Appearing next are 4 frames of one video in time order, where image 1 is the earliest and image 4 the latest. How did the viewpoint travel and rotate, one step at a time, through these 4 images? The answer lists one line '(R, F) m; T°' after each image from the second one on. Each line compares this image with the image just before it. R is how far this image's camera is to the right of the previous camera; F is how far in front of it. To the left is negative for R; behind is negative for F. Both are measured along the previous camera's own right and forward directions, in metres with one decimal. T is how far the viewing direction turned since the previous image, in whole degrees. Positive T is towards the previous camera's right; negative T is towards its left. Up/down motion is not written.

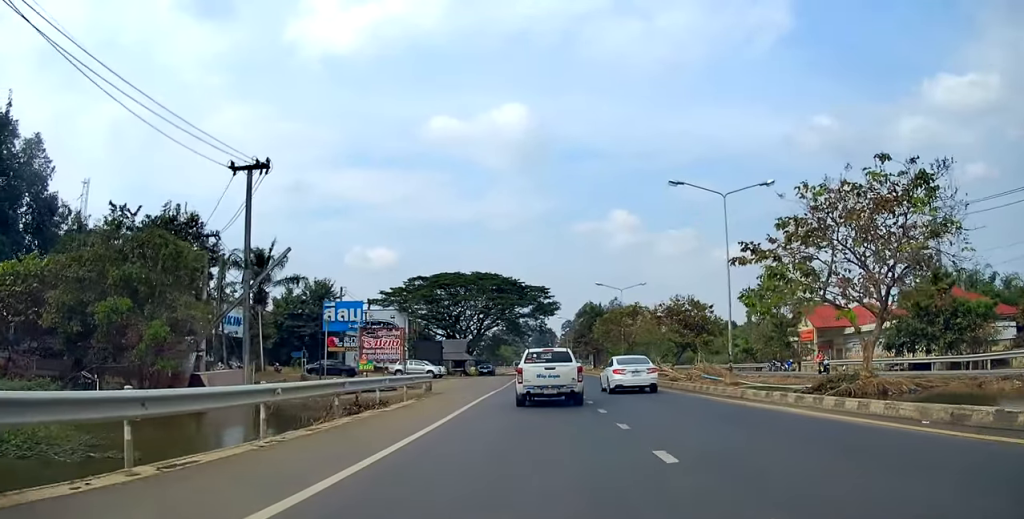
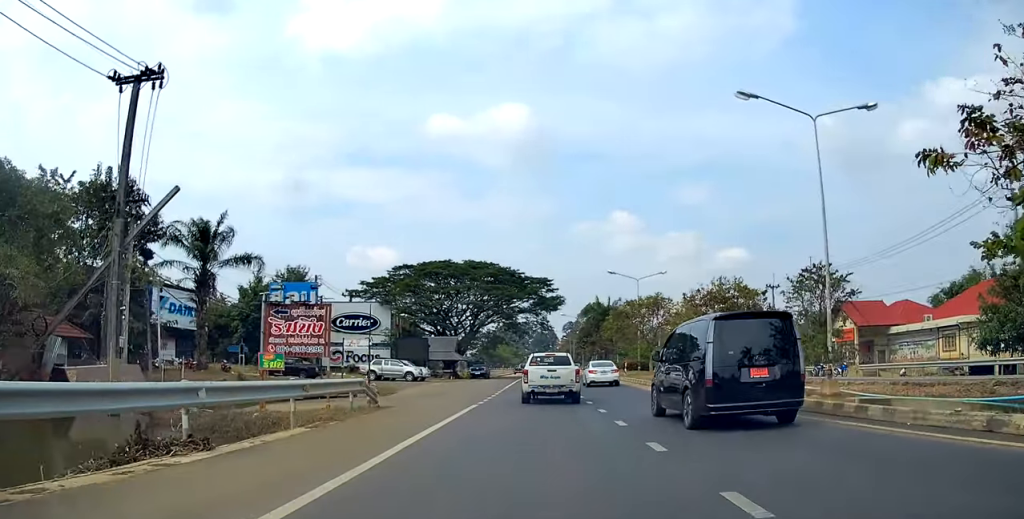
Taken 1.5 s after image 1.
(+0.8, +11.0) m; -2°
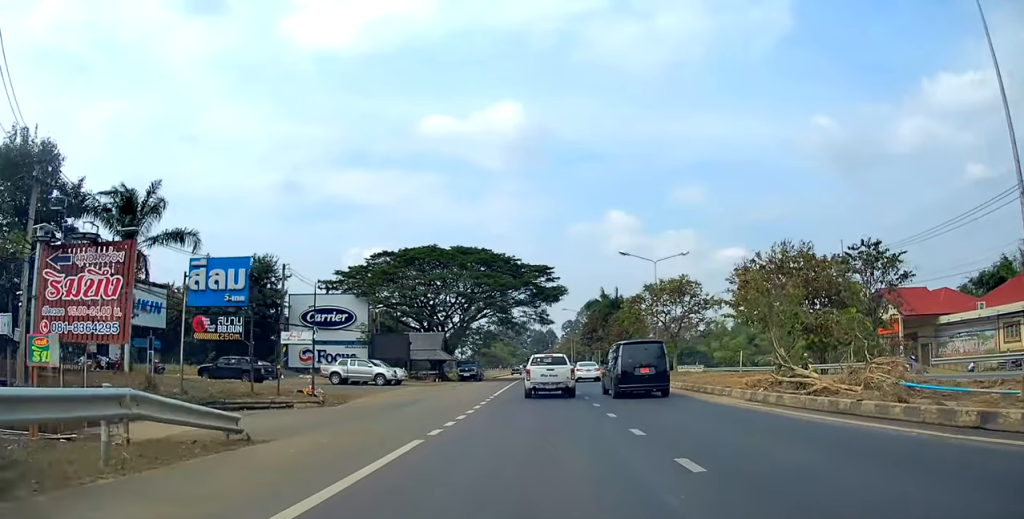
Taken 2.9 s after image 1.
(-0.7, +9.8) m; 0°
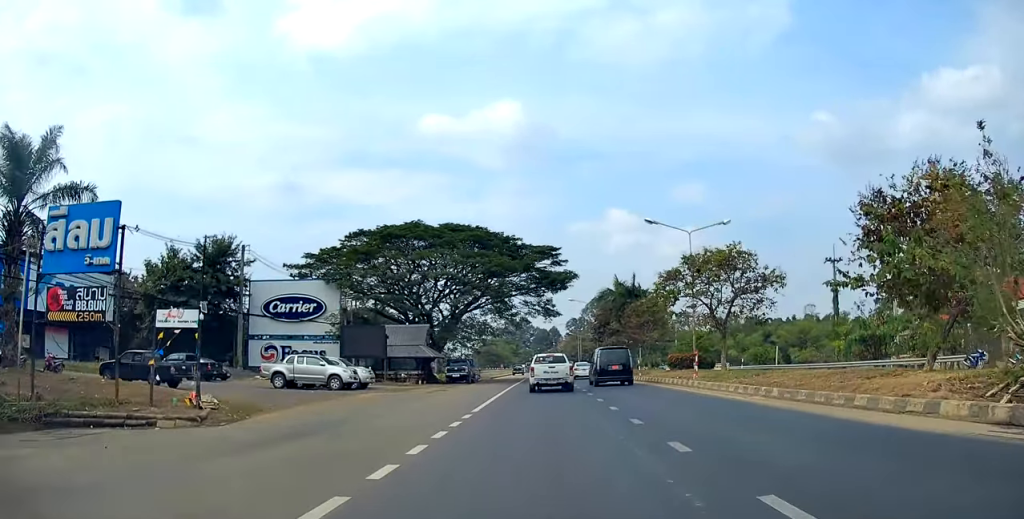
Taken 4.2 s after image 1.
(+0.2, +10.6) m; -3°
